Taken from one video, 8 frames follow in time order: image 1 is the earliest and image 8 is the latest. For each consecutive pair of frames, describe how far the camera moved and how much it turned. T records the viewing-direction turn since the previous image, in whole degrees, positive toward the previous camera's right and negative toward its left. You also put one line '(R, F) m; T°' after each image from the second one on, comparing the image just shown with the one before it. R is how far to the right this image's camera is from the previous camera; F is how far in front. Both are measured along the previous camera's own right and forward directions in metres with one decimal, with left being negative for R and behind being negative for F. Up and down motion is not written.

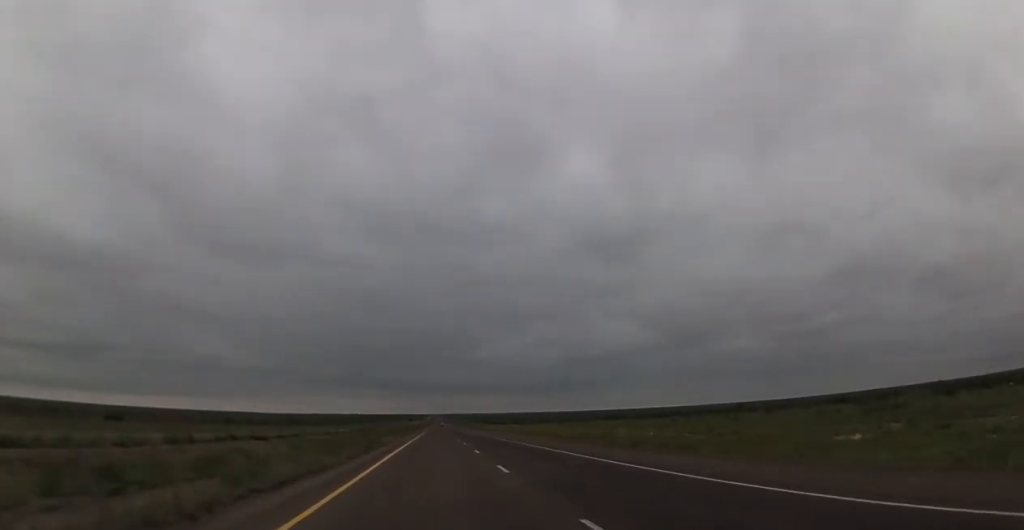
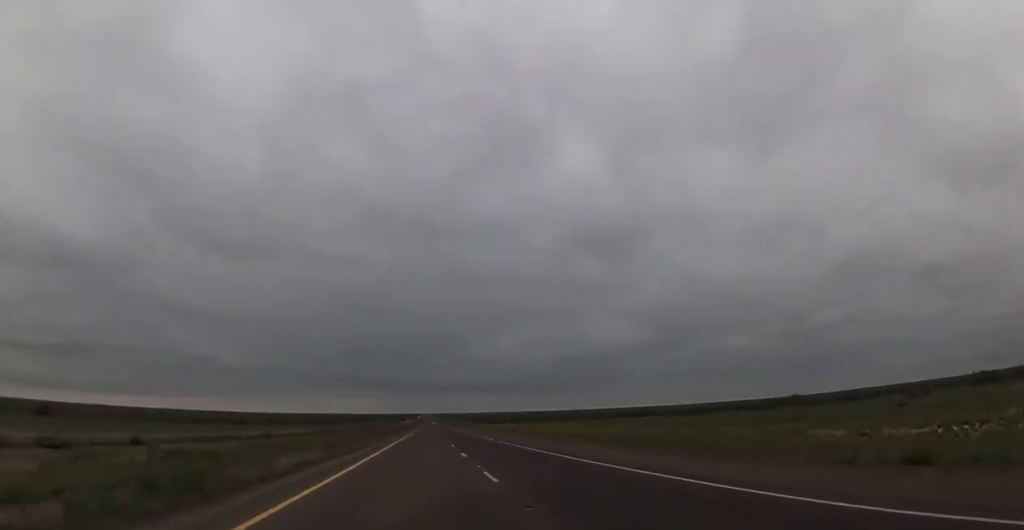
(0.0, +27.0) m; 0°
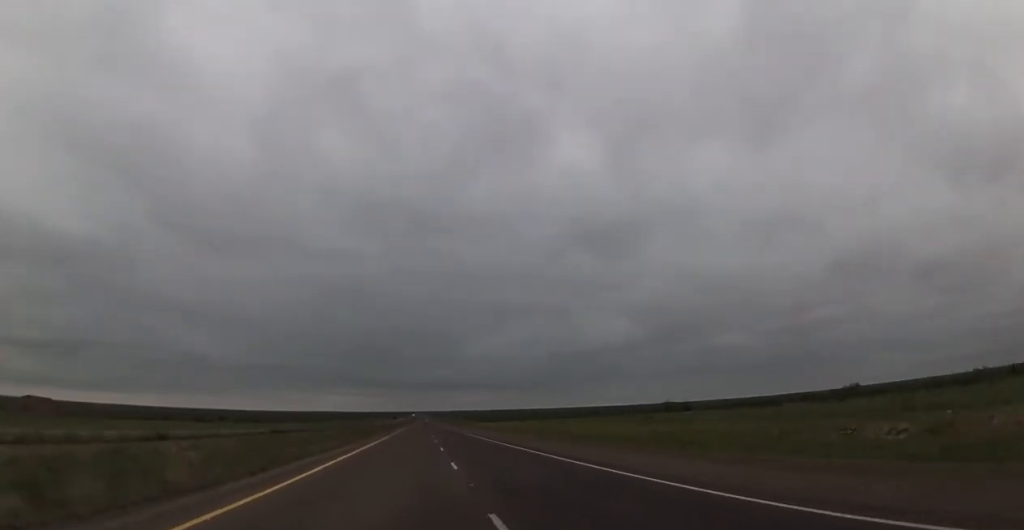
(0.0, +20.9) m; 0°
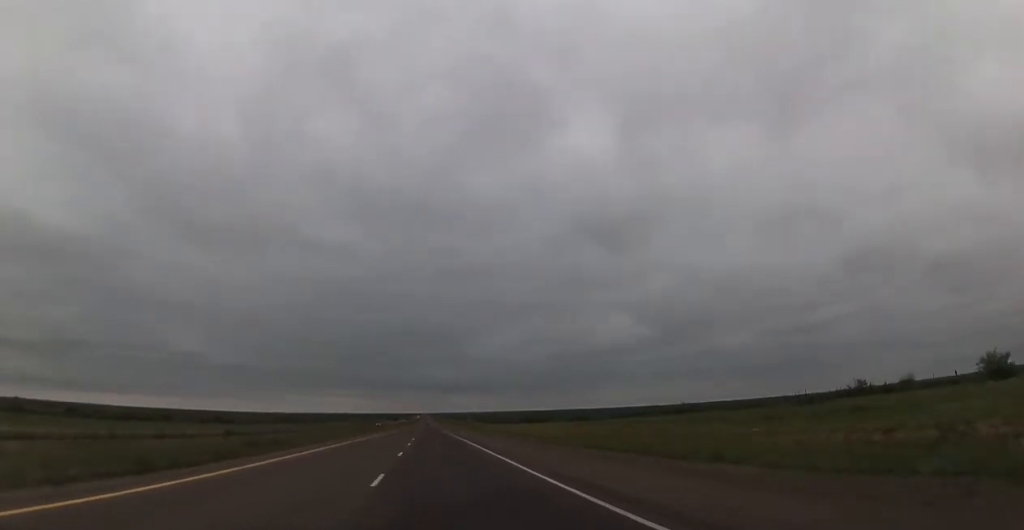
(+1.1, +65.6) m; +1°
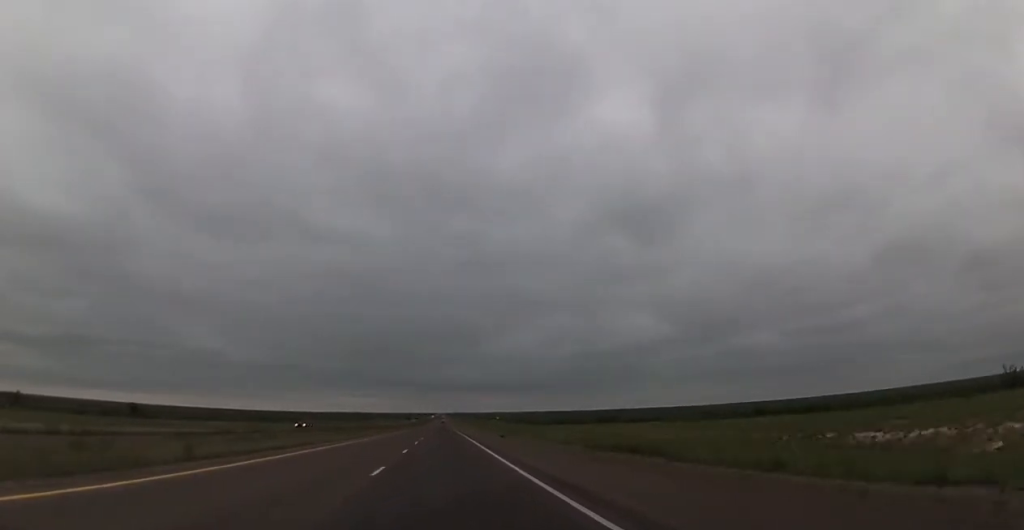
(-0.4, +94.8) m; -1°
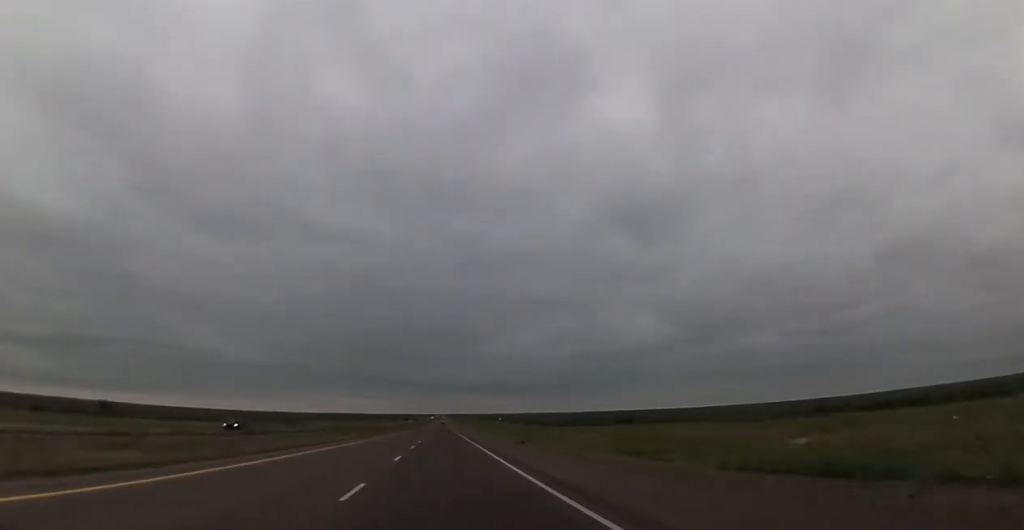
(-0.1, +17.2) m; -1°
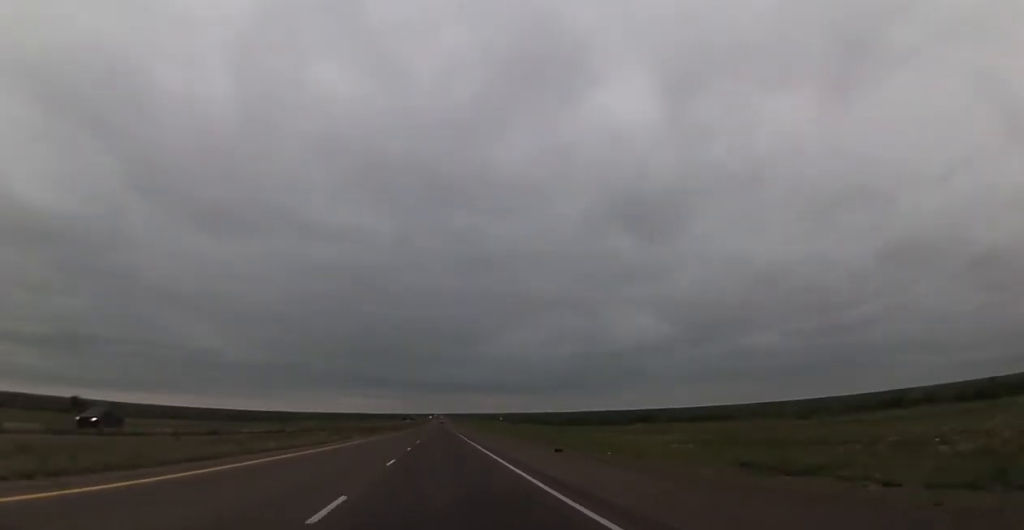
(-0.1, +14.7) m; 0°
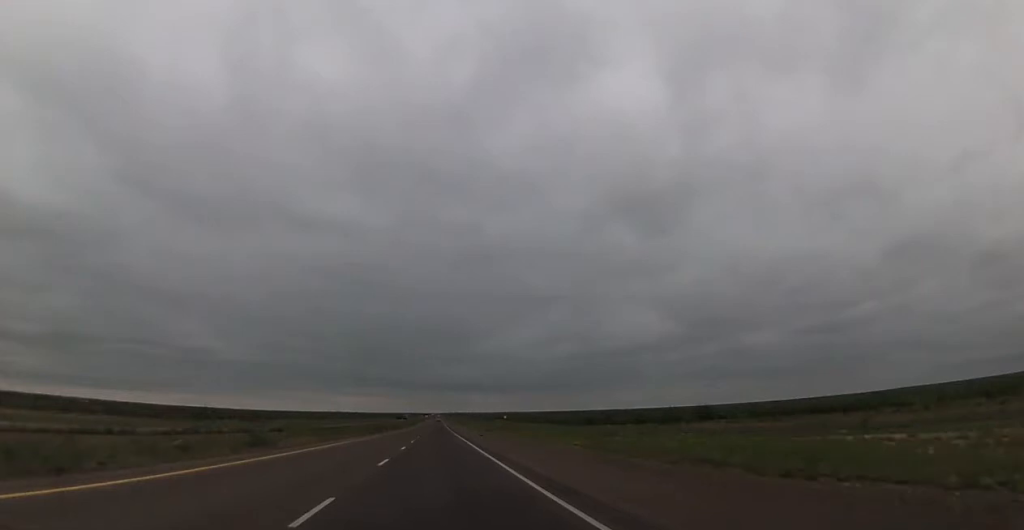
(-0.3, +36.8) m; 0°
